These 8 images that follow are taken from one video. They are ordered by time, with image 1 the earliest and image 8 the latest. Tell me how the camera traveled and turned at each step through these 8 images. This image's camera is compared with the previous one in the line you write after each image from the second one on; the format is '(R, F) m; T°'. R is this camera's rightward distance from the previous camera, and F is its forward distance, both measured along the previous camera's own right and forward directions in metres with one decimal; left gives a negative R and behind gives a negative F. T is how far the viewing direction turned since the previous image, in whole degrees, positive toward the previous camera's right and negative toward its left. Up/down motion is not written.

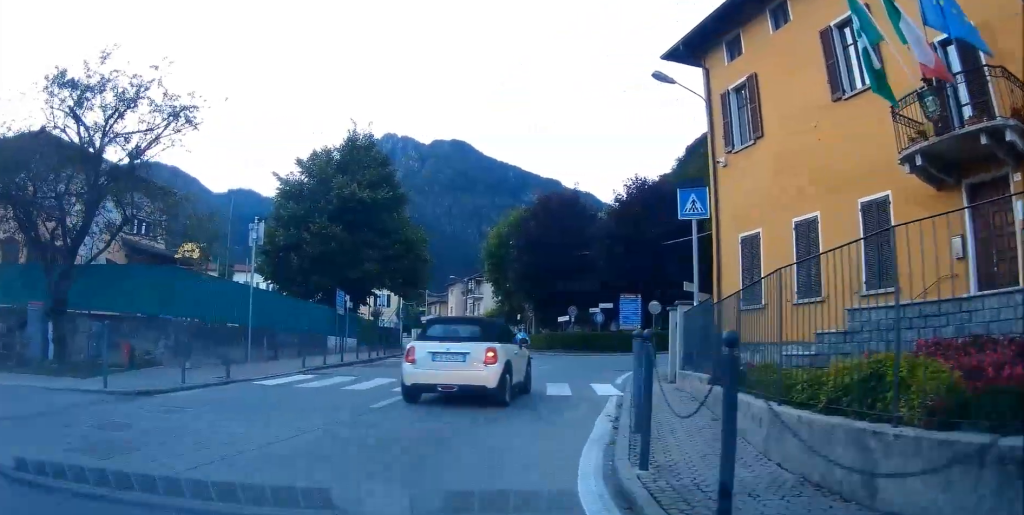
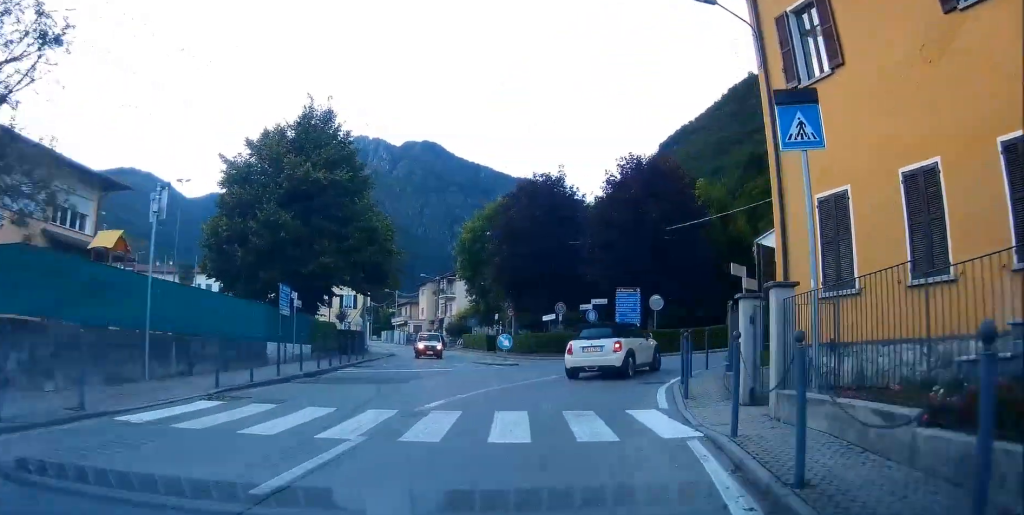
(+0.1, +3.4) m; +8°
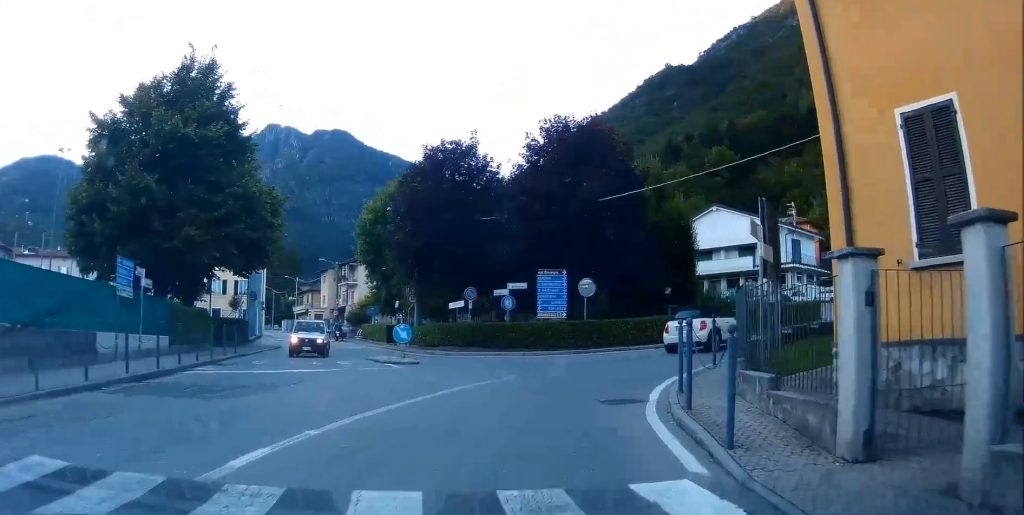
(+0.3, +3.9) m; +10°
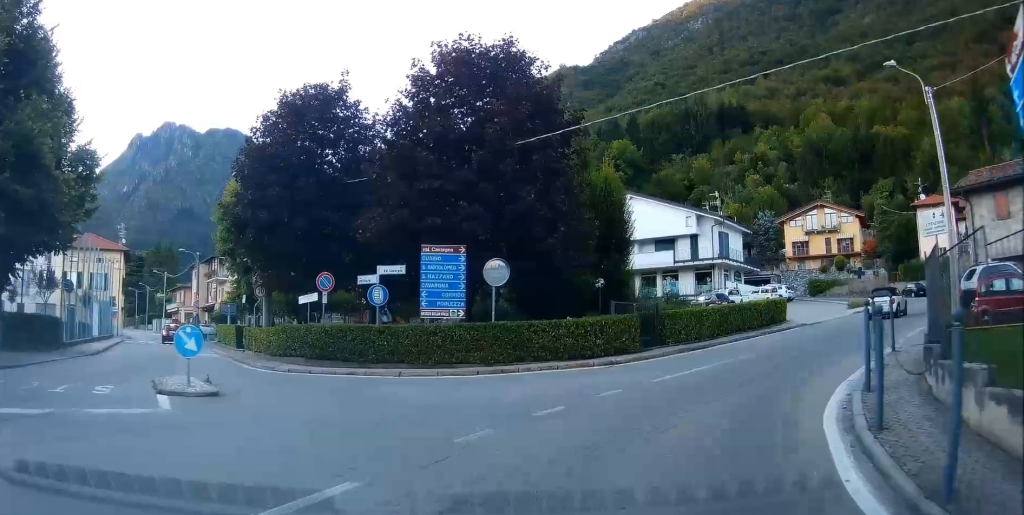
(+1.3, +8.6) m; +12°
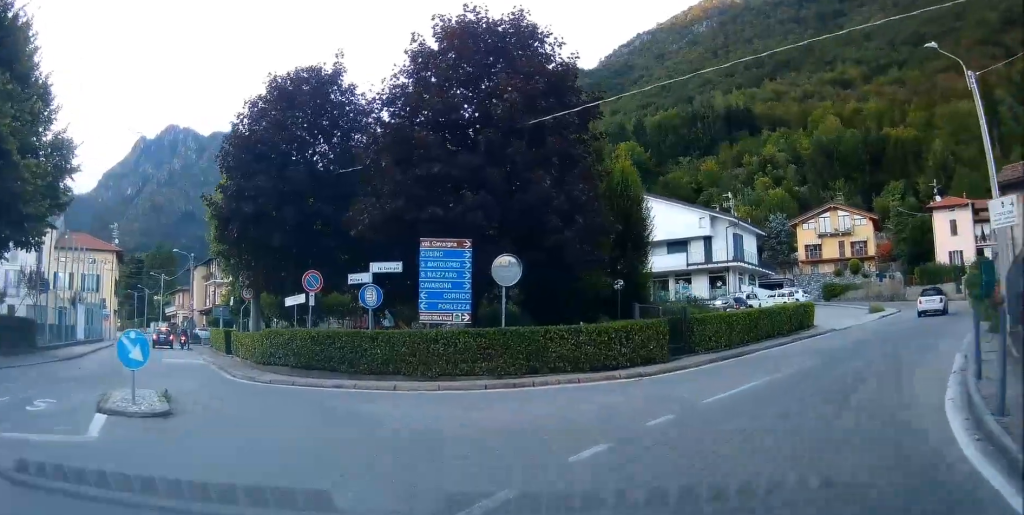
(+0.1, +2.6) m; -4°
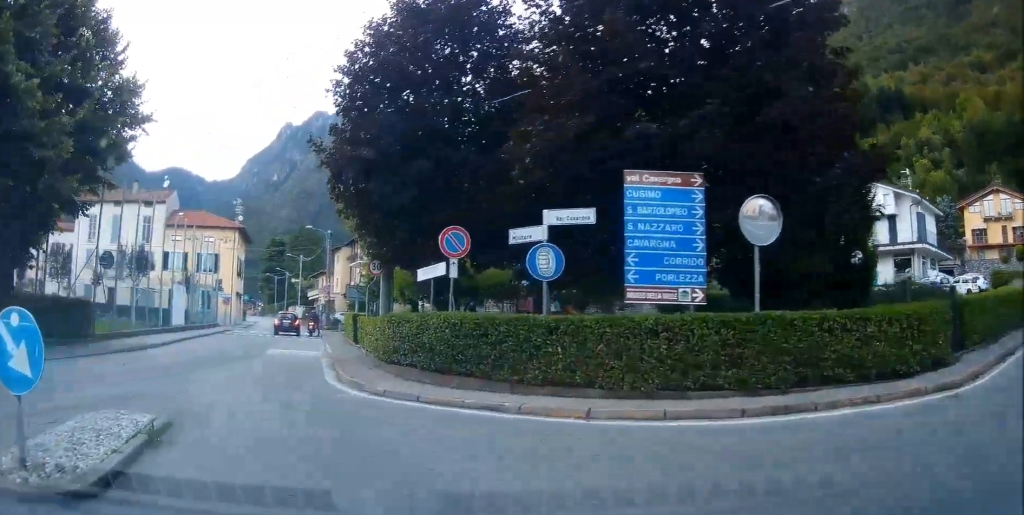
(-0.8, +6.7) m; -21°
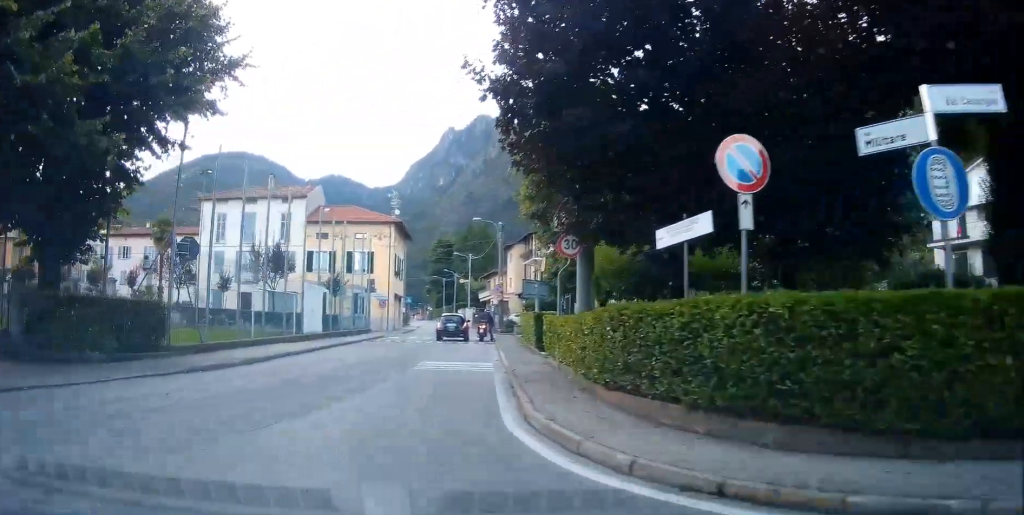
(-1.0, +5.8) m; -14°
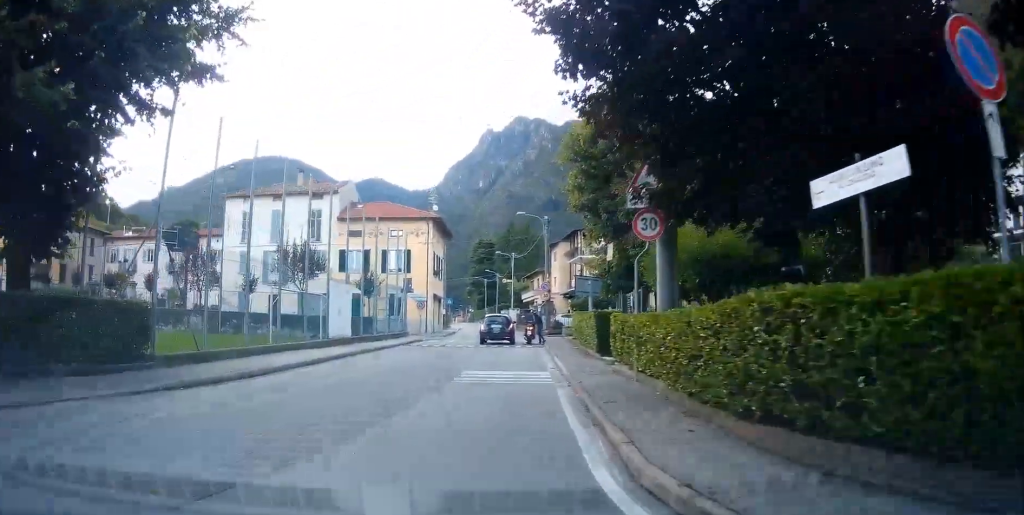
(-0.2, +3.1) m; -2°
